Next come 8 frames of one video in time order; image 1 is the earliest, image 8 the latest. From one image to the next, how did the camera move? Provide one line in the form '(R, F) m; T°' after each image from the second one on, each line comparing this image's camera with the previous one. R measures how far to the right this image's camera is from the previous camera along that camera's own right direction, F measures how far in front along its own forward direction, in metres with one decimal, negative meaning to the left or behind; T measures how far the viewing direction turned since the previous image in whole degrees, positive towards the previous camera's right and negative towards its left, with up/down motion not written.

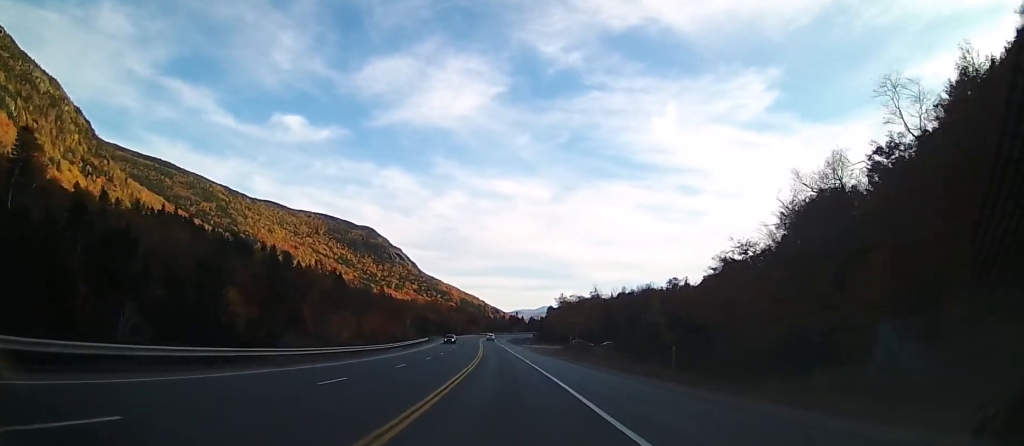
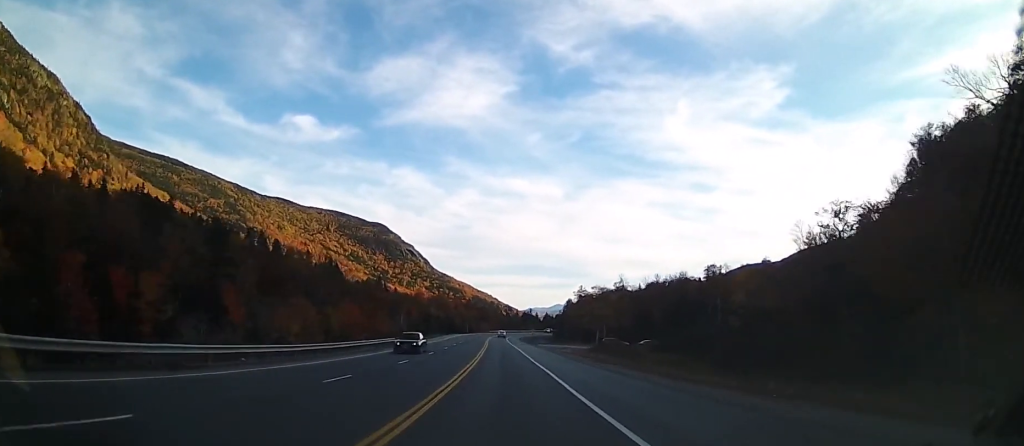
(-0.3, +24.3) m; -1°
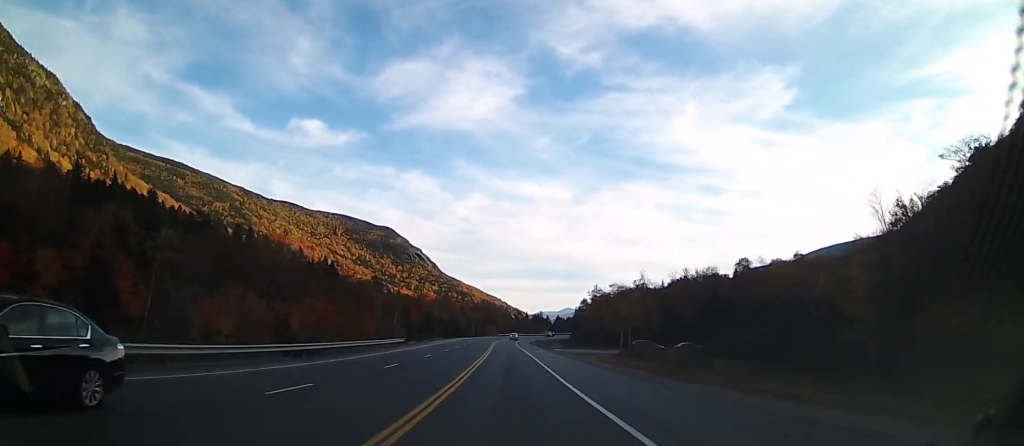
(-0.2, +17.0) m; 0°
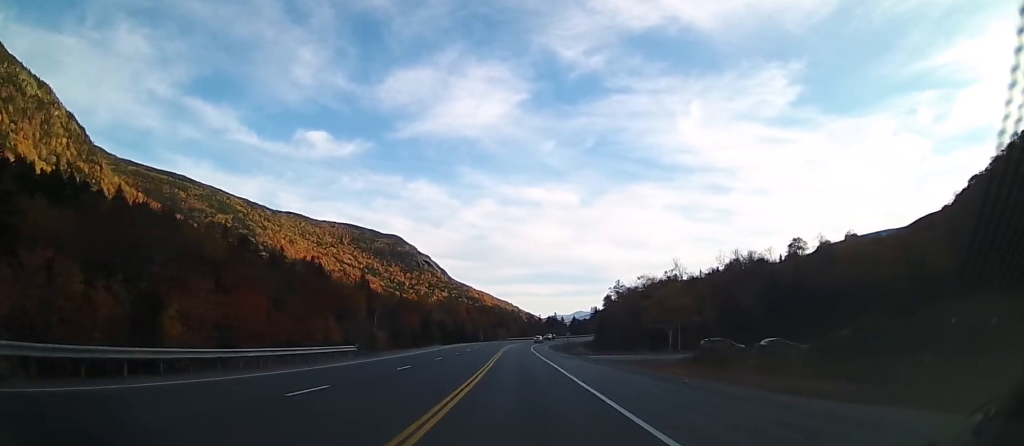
(+0.1, +24.2) m; -1°
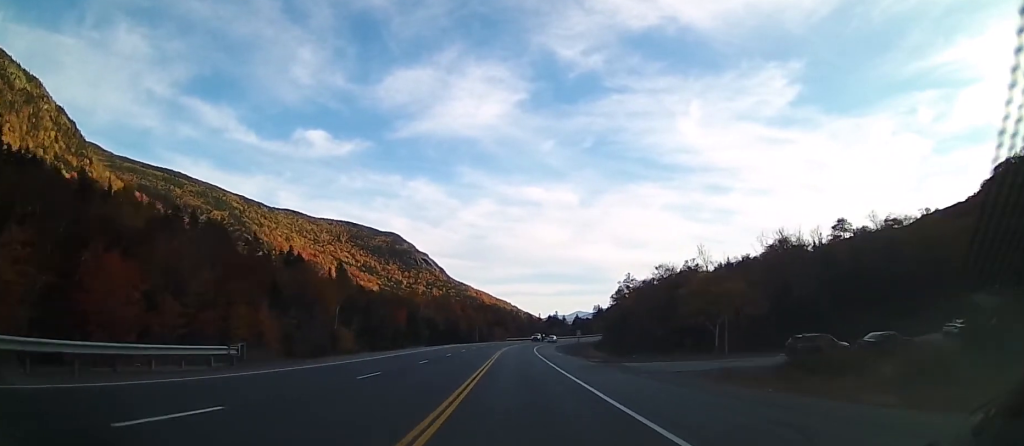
(-0.3, +18.3) m; 0°
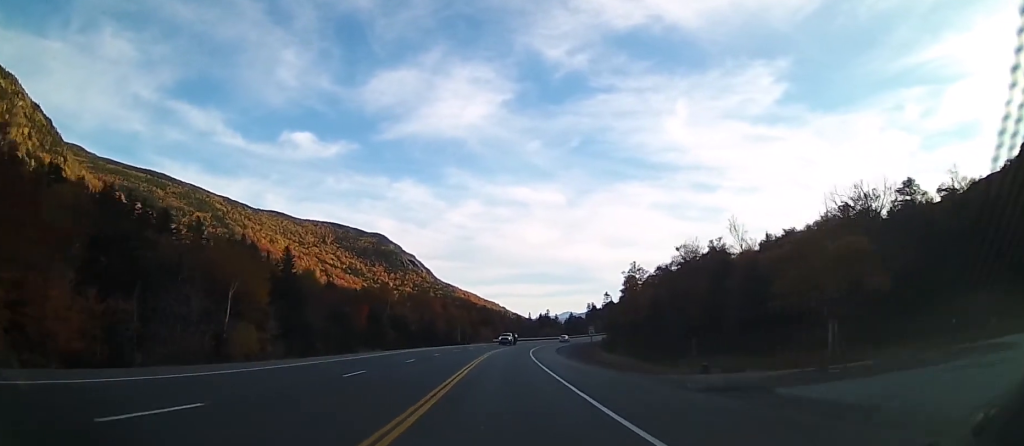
(+0.1, +24.0) m; +1°
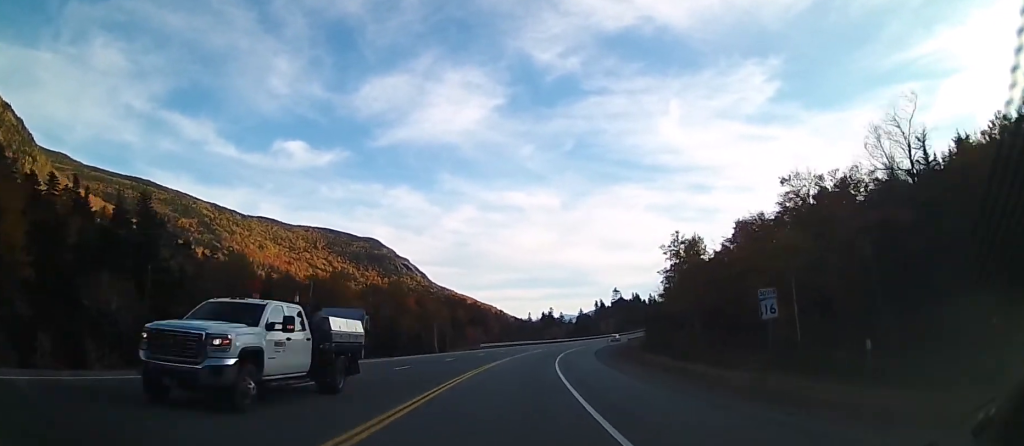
(+0.7, +42.0) m; +2°
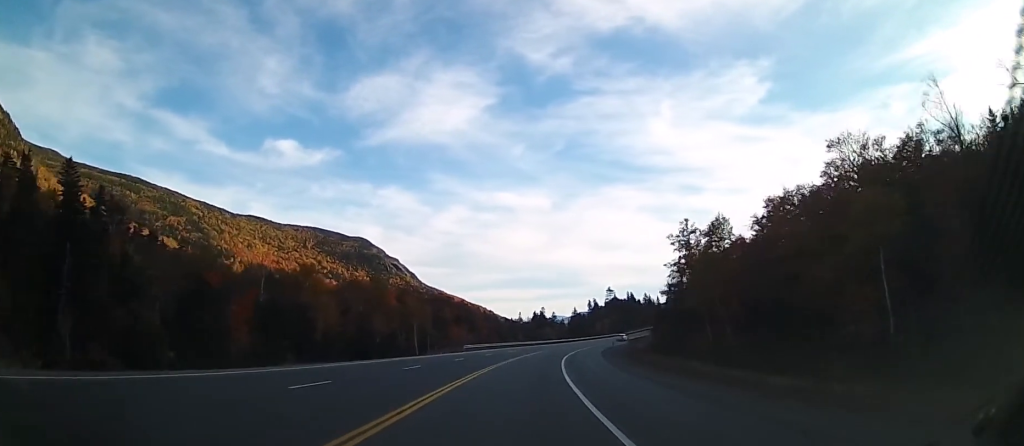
(-0.1, +11.4) m; +1°
